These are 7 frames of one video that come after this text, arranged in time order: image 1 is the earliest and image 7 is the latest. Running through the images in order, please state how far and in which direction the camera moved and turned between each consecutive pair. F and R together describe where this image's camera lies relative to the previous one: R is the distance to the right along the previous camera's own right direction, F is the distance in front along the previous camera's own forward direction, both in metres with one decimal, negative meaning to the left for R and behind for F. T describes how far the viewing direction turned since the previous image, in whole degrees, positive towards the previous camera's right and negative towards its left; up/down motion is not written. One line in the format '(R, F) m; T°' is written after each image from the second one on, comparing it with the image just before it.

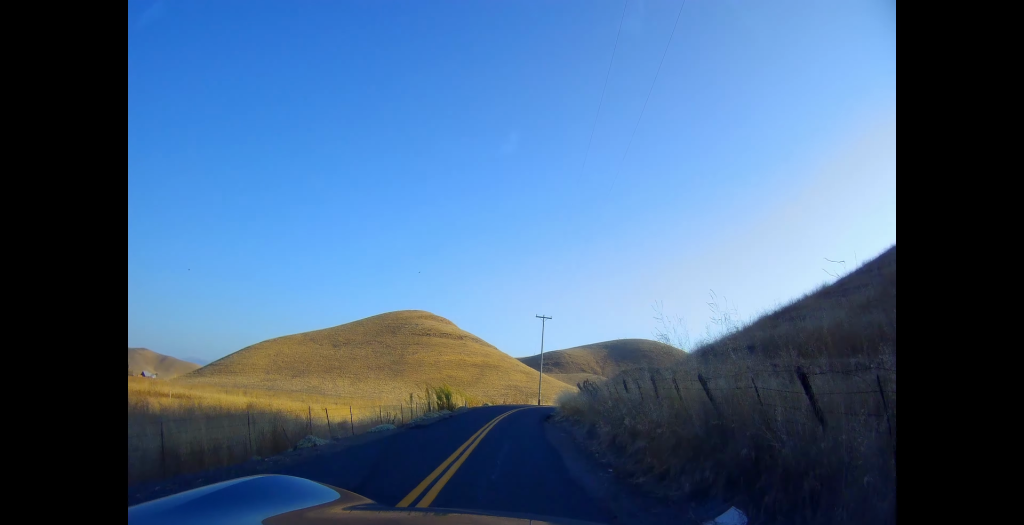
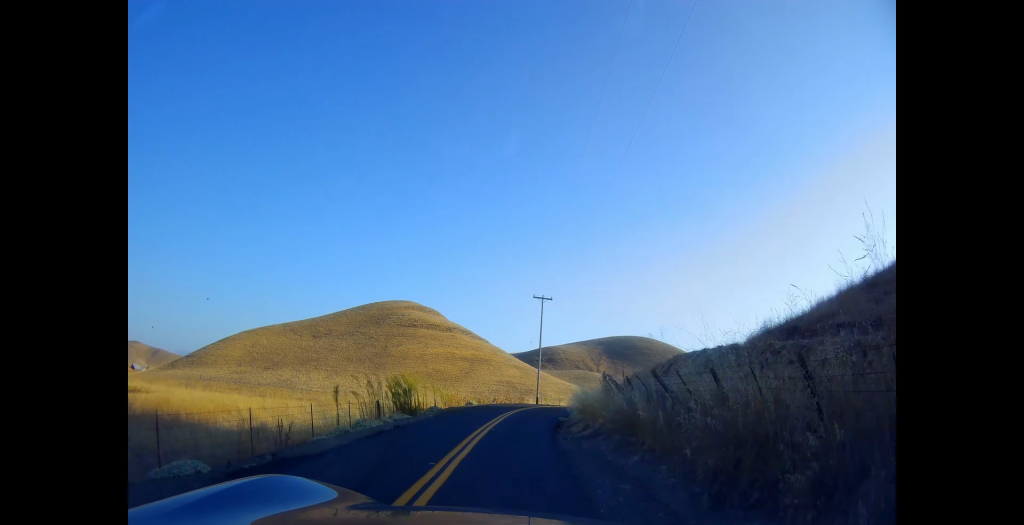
(0.0, +10.0) m; 0°
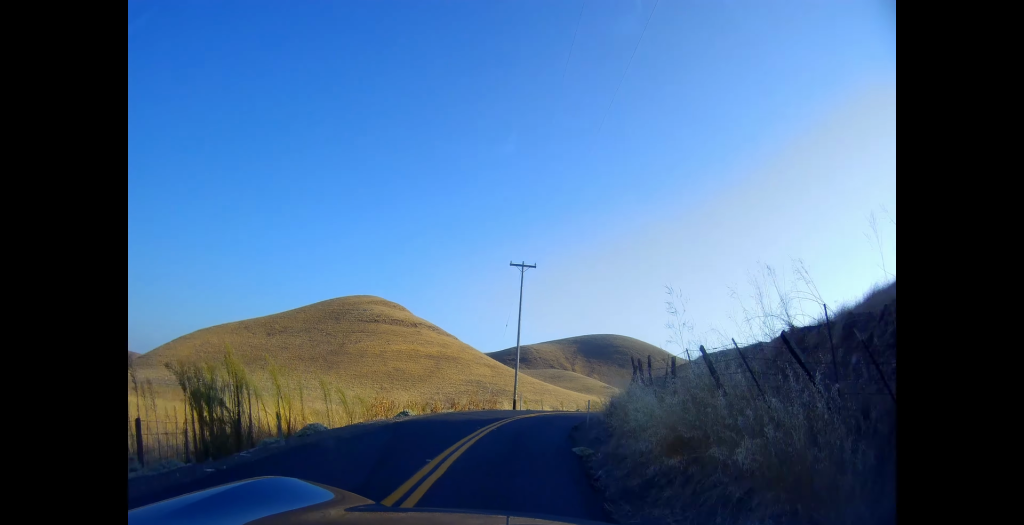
(+0.1, +13.4) m; +3°
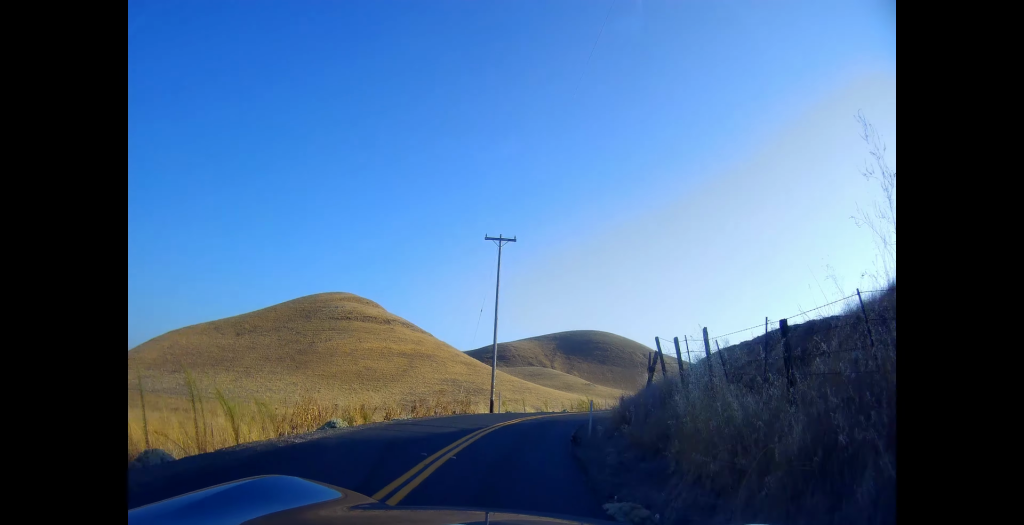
(0.0, +6.1) m; +2°
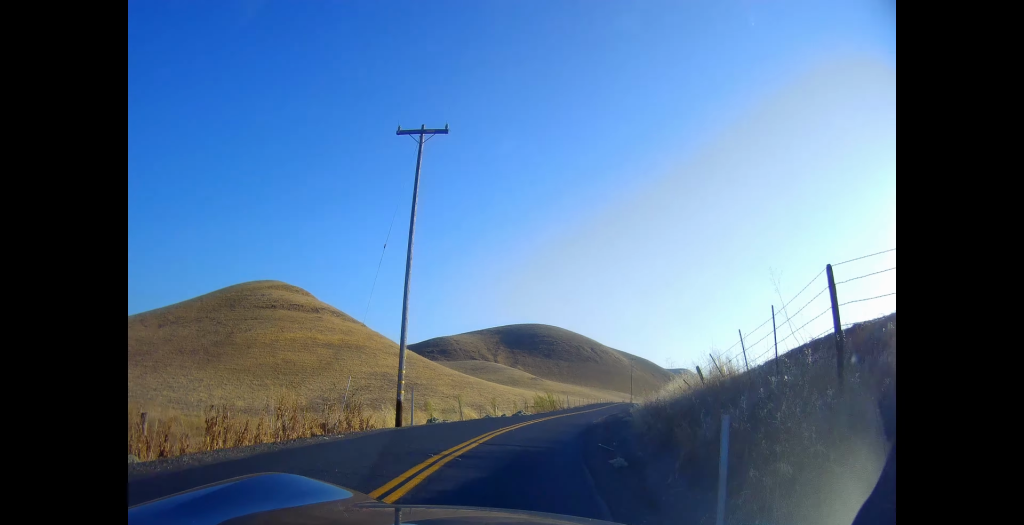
(+0.8, +14.1) m; +8°
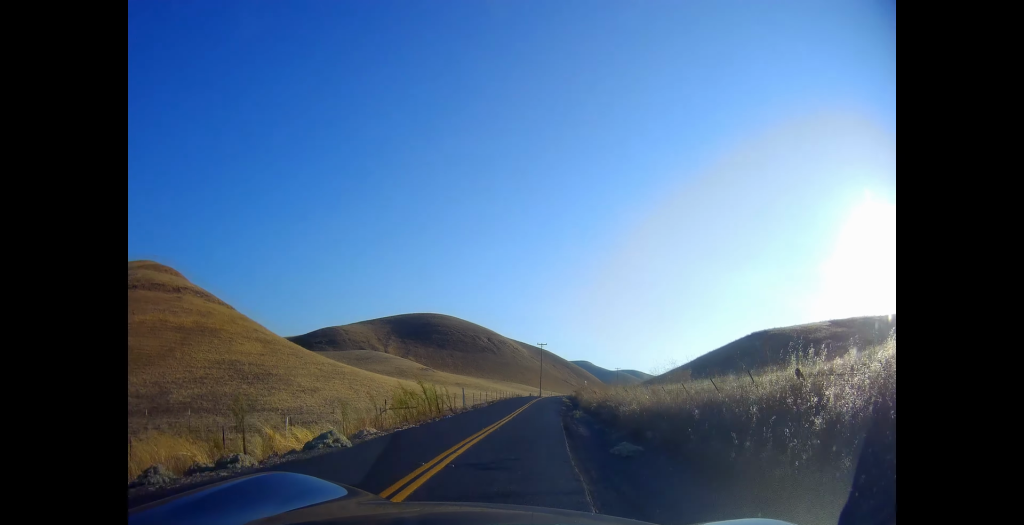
(+2.8, +21.7) m; +11°
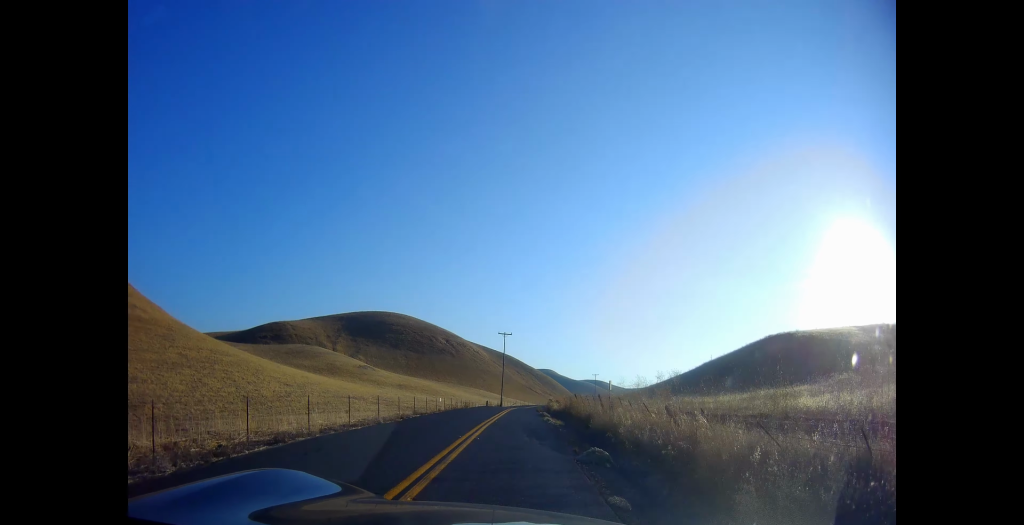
(+2.5, +31.0) m; +8°
